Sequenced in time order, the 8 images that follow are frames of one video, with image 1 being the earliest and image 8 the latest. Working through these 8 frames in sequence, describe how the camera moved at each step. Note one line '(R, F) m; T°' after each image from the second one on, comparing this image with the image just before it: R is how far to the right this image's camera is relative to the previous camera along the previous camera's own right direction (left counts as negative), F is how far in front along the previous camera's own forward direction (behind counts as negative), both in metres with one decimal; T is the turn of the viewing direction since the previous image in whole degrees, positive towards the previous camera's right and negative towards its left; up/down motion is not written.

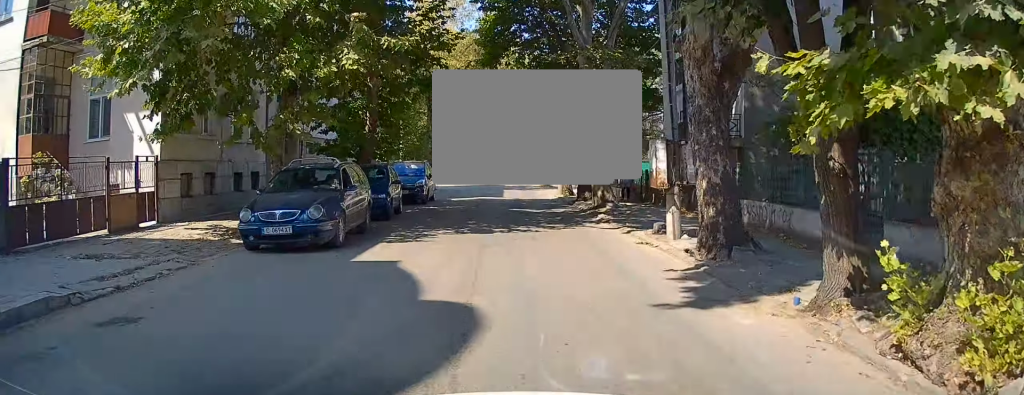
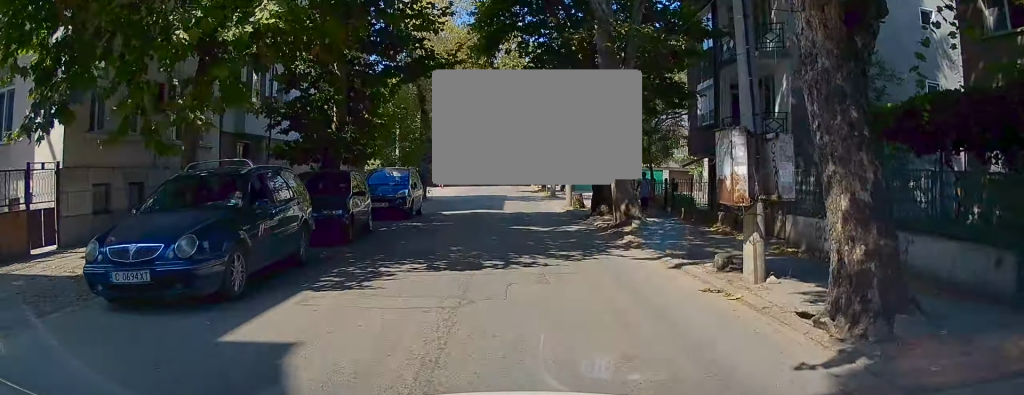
(-0.1, +4.2) m; +2°
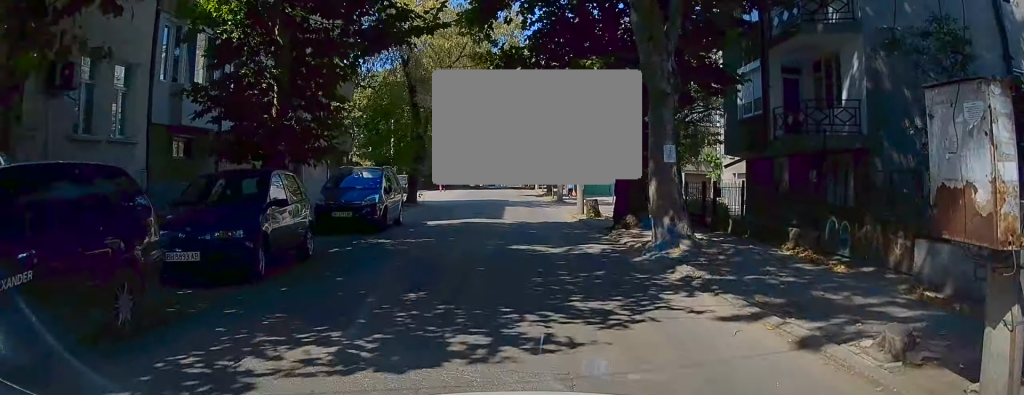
(+0.2, +4.4) m; 0°
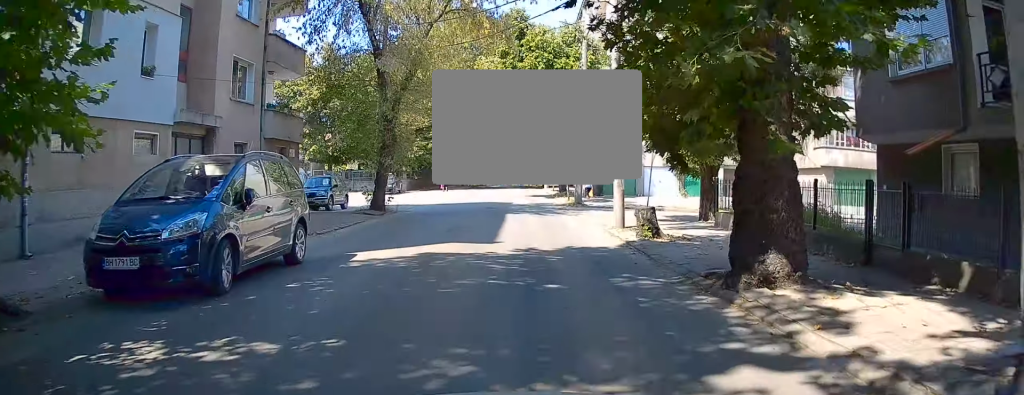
(+0.2, +8.7) m; 0°
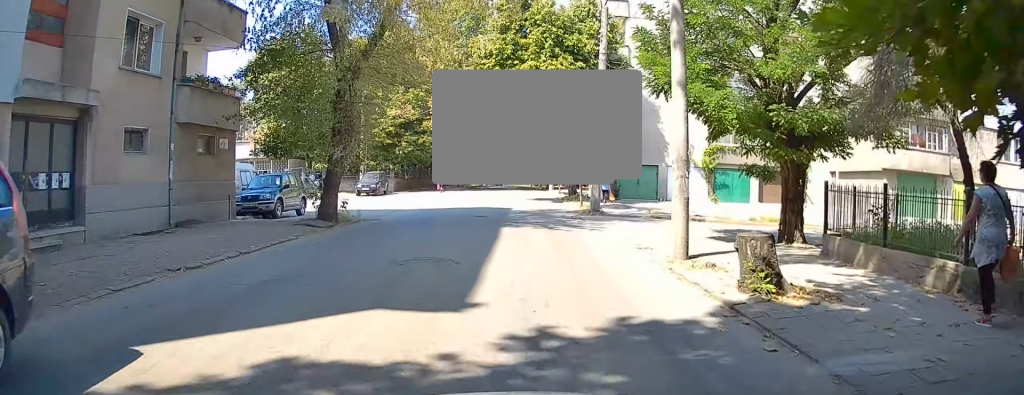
(-0.3, +6.1) m; -1°
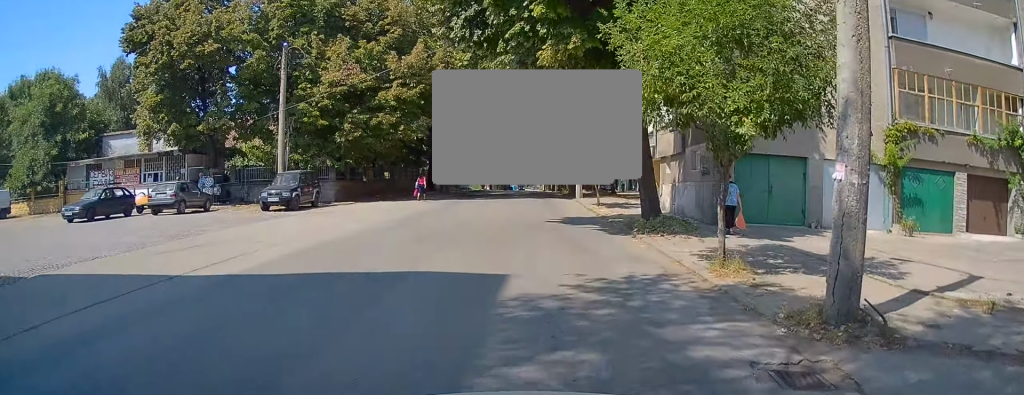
(-0.1, +19.2) m; -3°
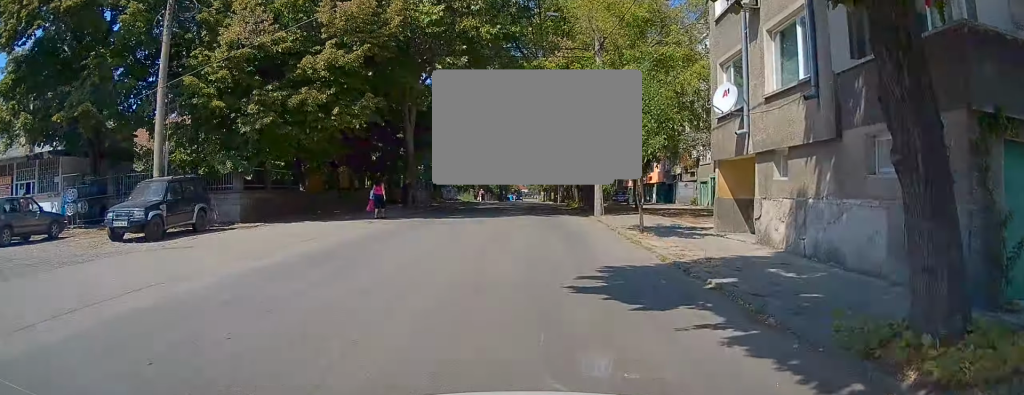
(-0.1, +11.3) m; -3°
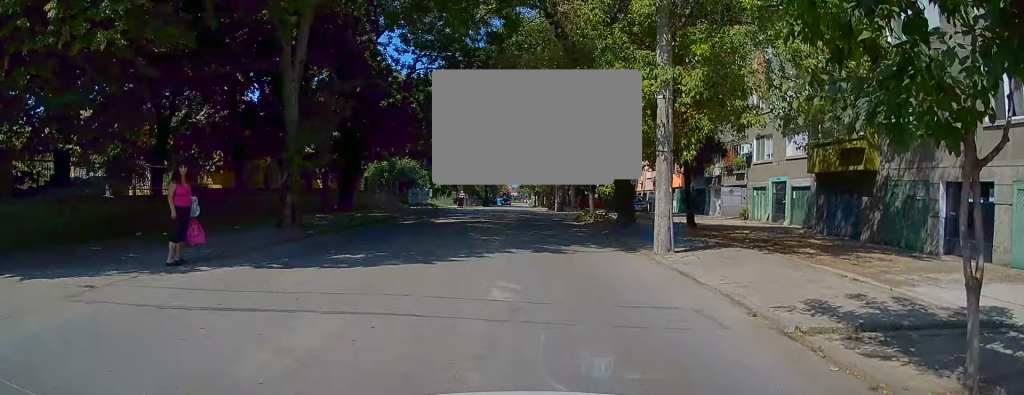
(-0.3, +13.8) m; +3°
